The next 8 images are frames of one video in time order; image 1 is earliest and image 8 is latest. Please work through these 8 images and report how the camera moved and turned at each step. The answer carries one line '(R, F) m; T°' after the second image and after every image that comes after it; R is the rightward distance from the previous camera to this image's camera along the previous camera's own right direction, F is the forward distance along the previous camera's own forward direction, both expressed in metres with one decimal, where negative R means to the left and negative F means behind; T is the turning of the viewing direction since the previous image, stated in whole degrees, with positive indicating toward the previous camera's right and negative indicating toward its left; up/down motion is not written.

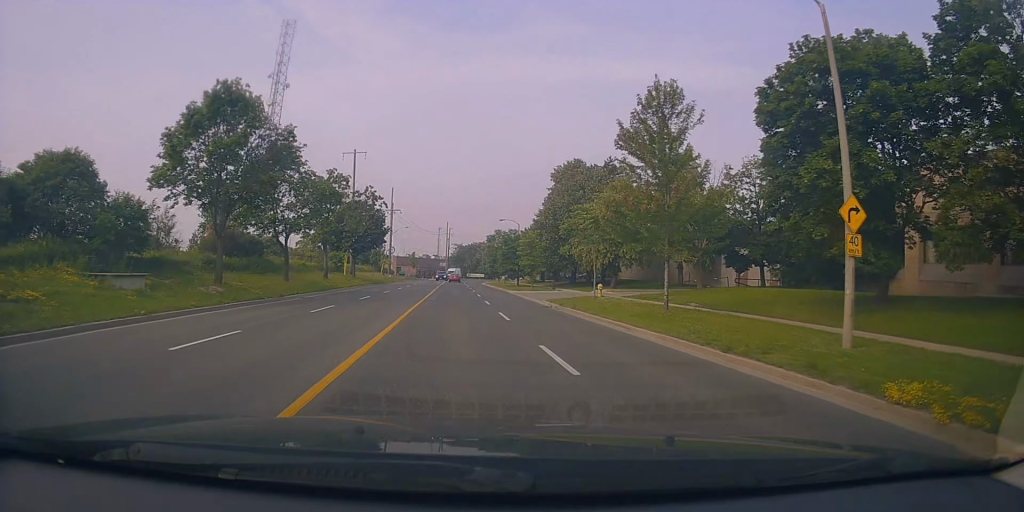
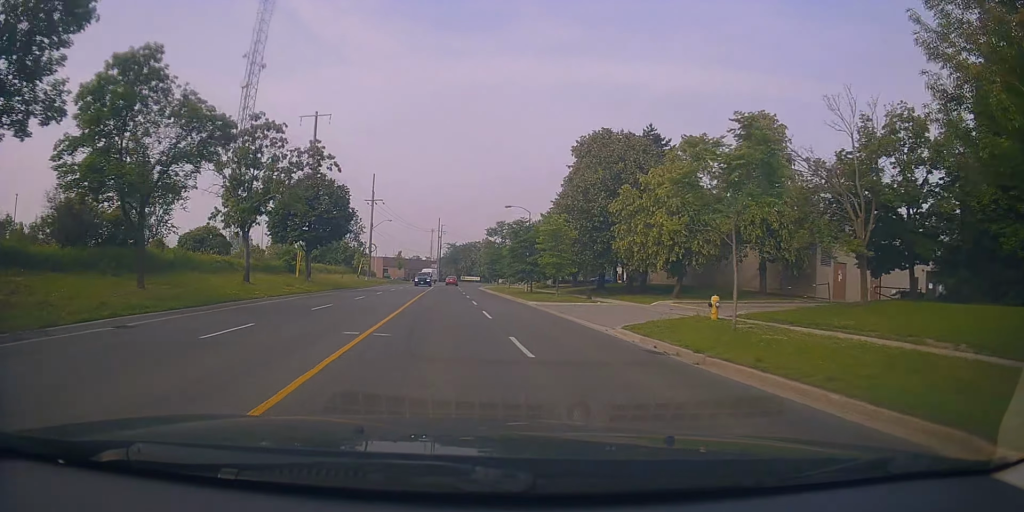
(0.0, +16.2) m; 0°
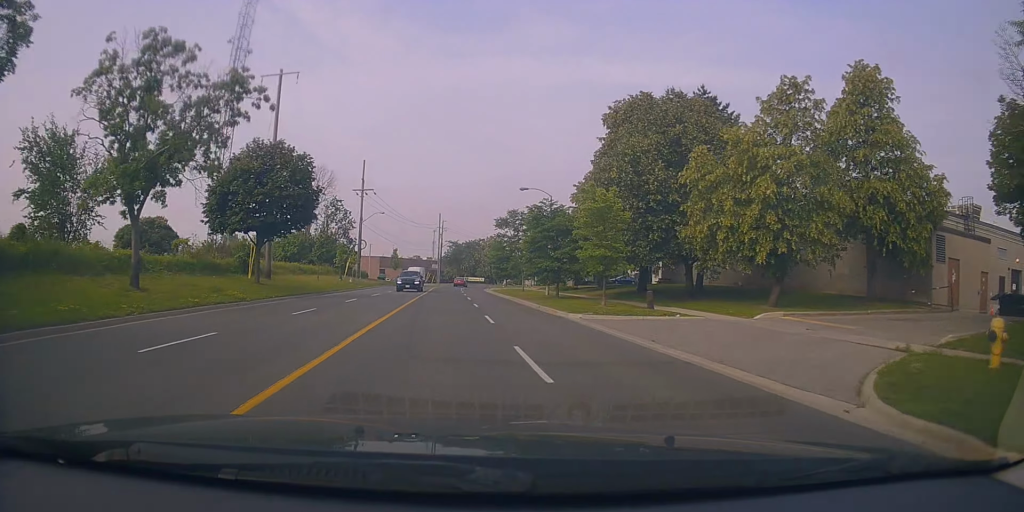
(+0.1, +11.3) m; +2°
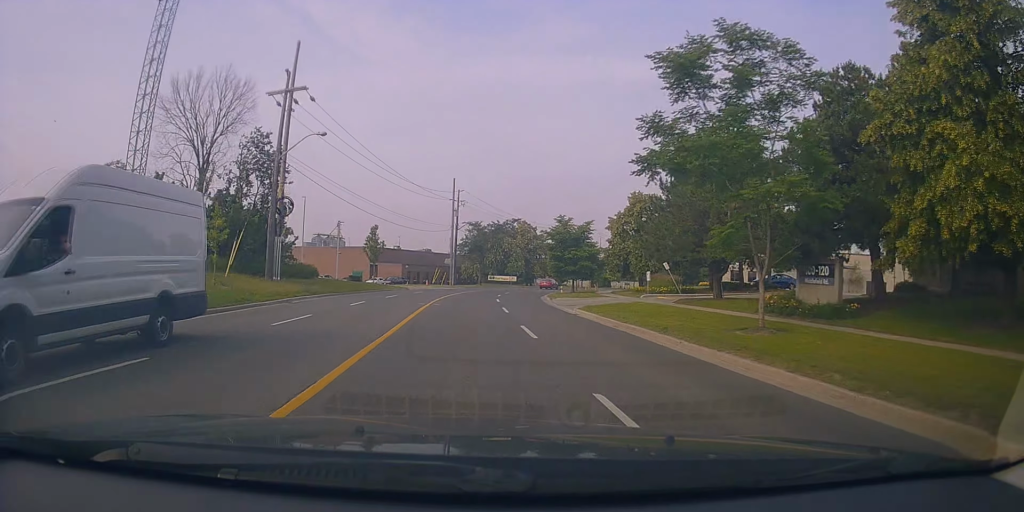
(-0.7, +40.1) m; -2°
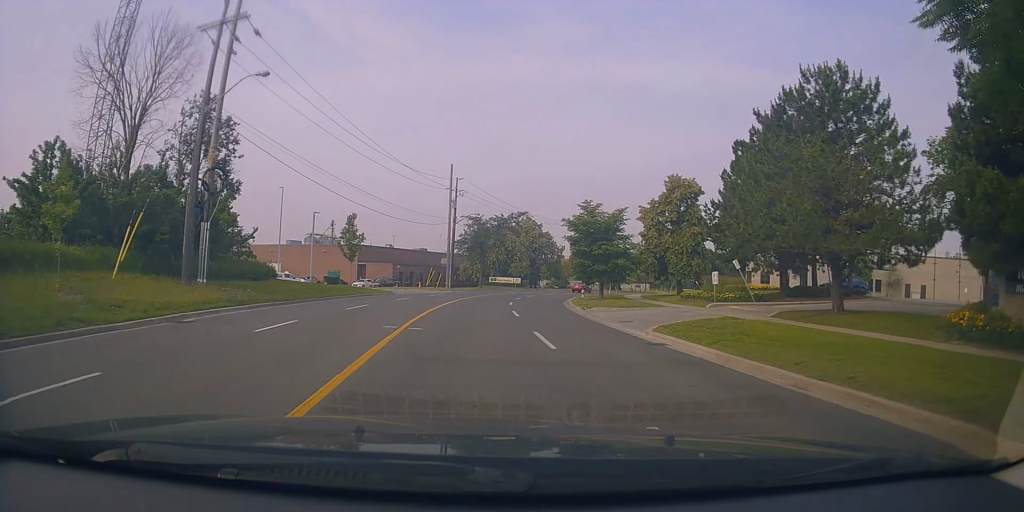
(+0.1, +10.6) m; +2°
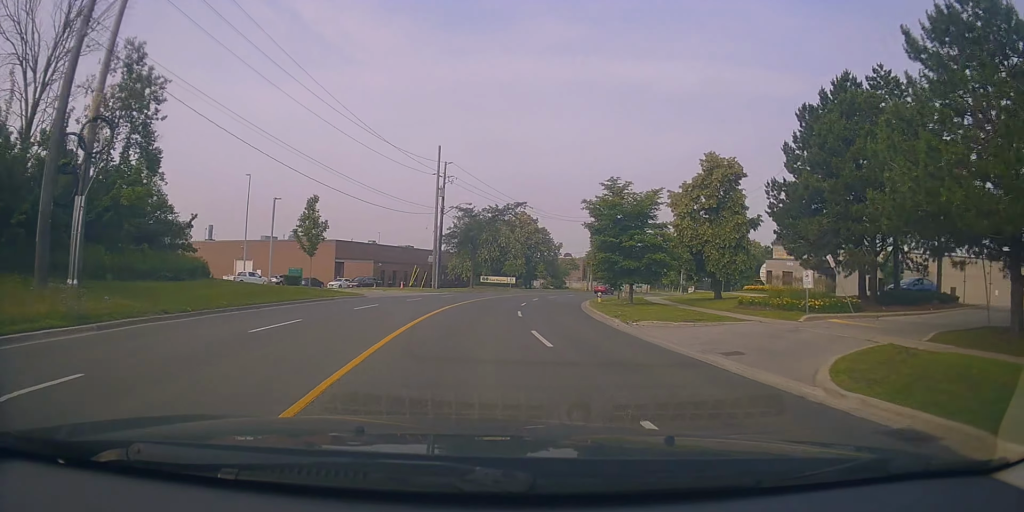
(+0.2, +9.0) m; +1°
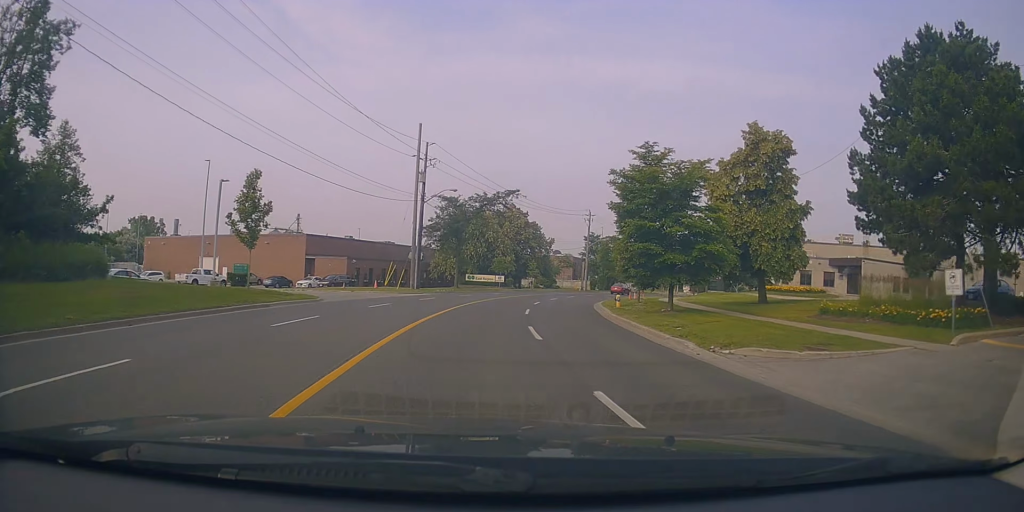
(+0.1, +8.0) m; 0°
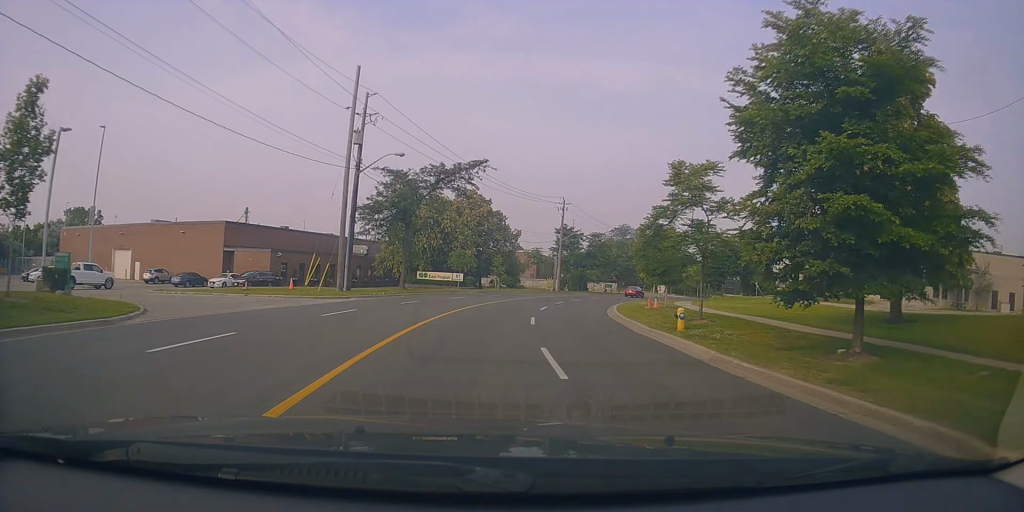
(0.0, +13.9) m; +1°
